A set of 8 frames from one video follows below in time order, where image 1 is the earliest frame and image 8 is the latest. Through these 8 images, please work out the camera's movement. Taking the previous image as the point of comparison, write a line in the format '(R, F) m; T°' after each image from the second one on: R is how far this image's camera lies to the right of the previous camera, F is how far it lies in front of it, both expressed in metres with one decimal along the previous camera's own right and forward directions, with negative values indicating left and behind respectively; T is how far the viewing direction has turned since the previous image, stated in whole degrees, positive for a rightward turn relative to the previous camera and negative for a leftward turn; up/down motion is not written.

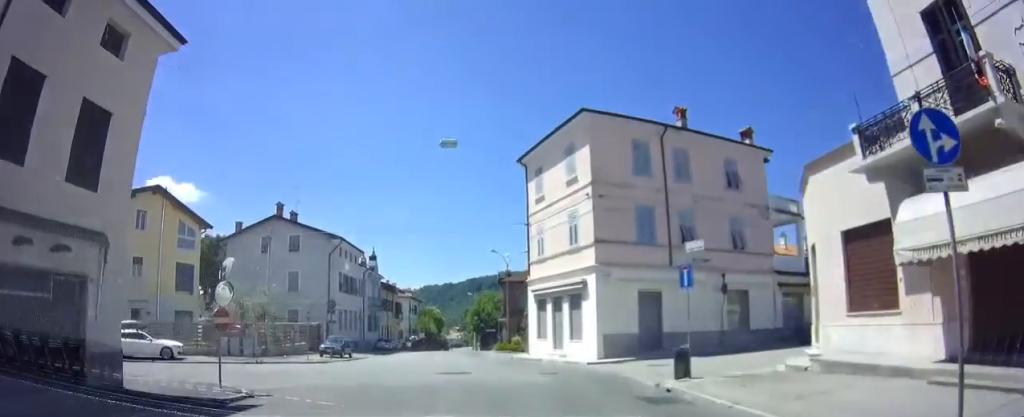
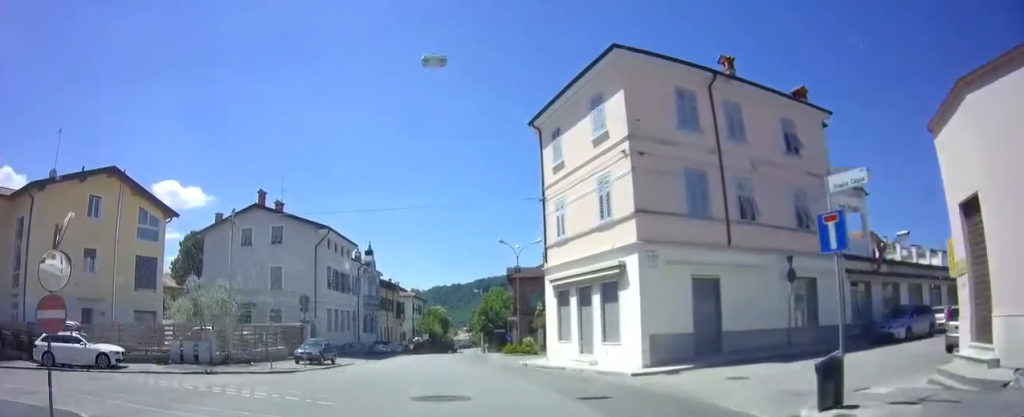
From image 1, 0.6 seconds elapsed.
(+0.6, +5.9) m; -2°
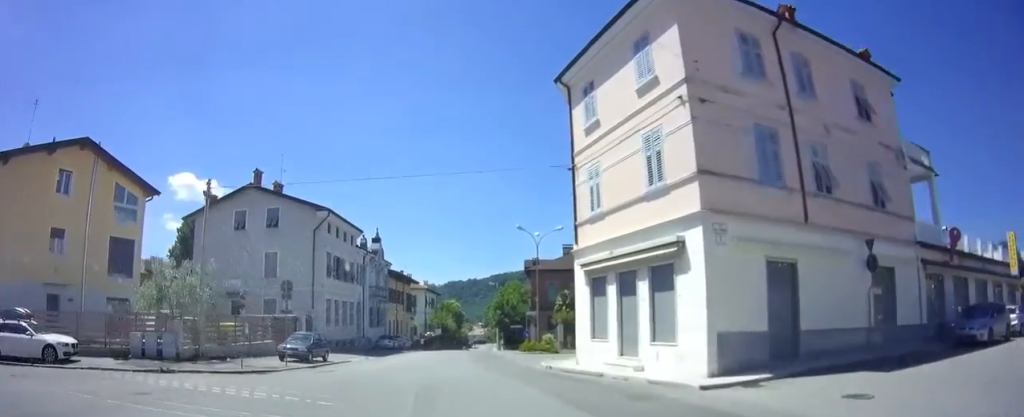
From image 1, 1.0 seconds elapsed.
(-0.1, +4.2) m; -2°
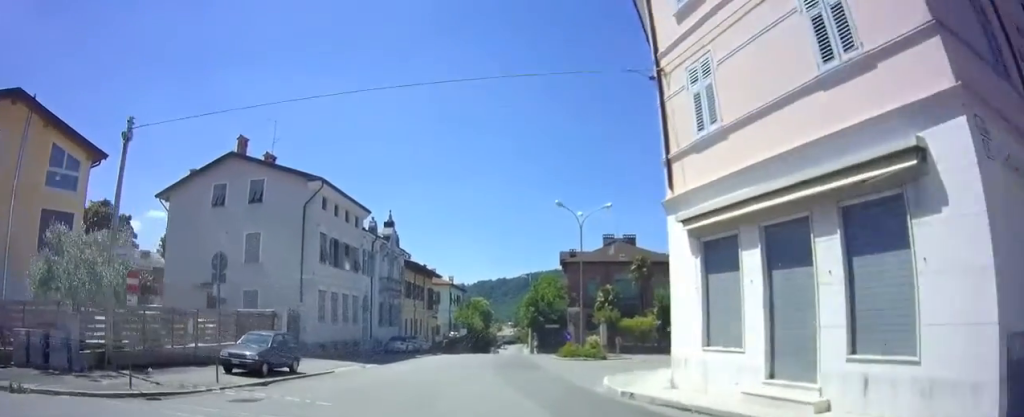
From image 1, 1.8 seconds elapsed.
(-0.9, +7.8) m; -4°
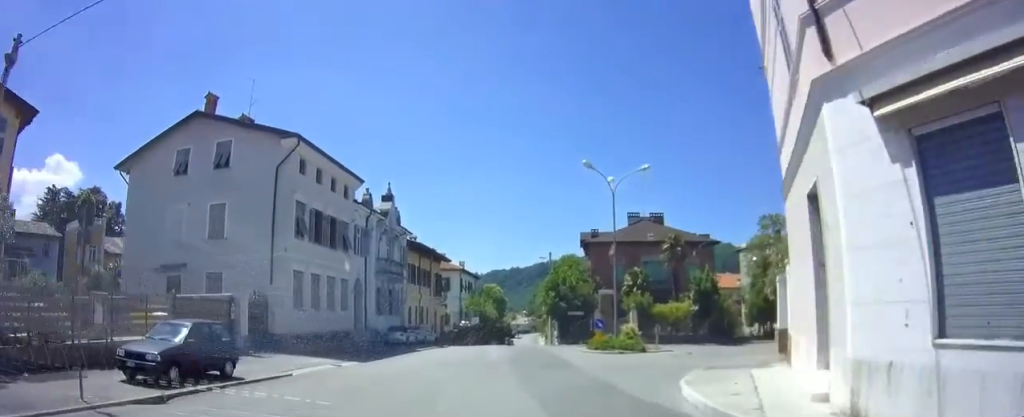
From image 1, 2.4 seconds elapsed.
(+0.3, +6.0) m; 0°
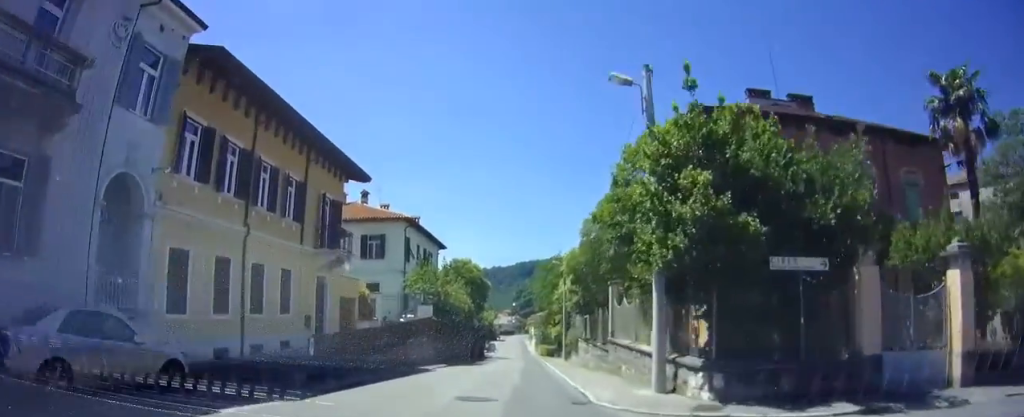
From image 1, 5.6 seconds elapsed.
(-0.1, +33.7) m; 0°
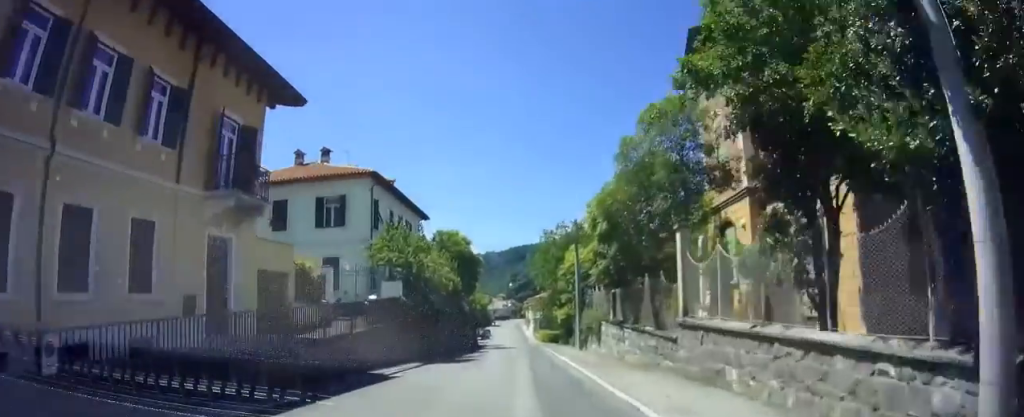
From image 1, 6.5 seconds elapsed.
(+0.3, +9.2) m; +3°
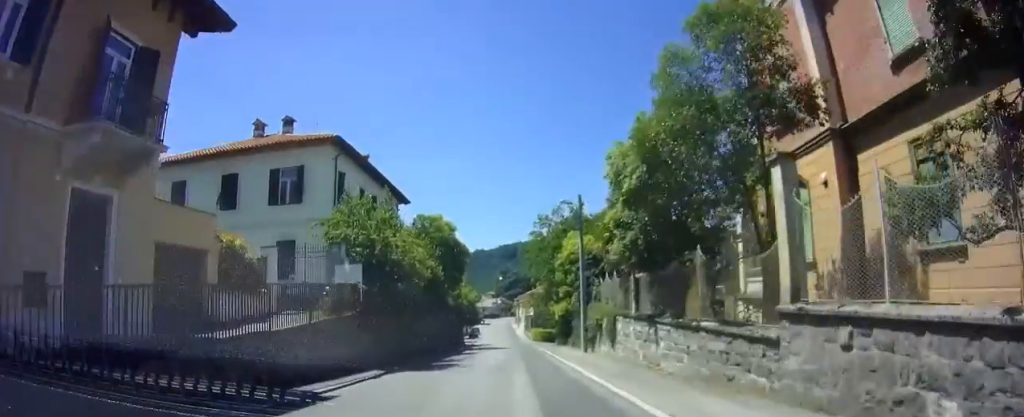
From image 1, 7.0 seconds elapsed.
(+0.1, +5.9) m; +2°
